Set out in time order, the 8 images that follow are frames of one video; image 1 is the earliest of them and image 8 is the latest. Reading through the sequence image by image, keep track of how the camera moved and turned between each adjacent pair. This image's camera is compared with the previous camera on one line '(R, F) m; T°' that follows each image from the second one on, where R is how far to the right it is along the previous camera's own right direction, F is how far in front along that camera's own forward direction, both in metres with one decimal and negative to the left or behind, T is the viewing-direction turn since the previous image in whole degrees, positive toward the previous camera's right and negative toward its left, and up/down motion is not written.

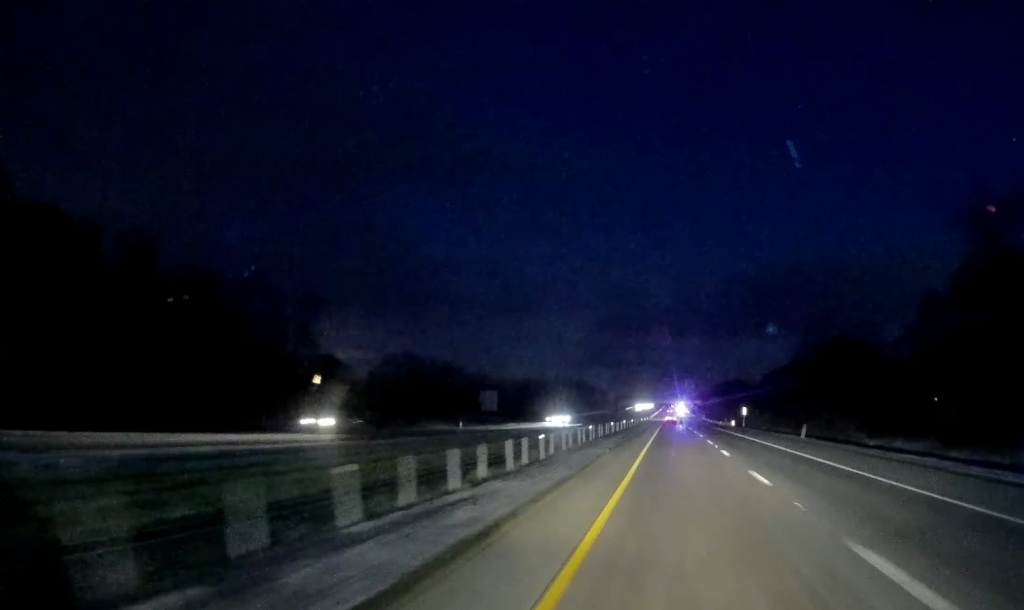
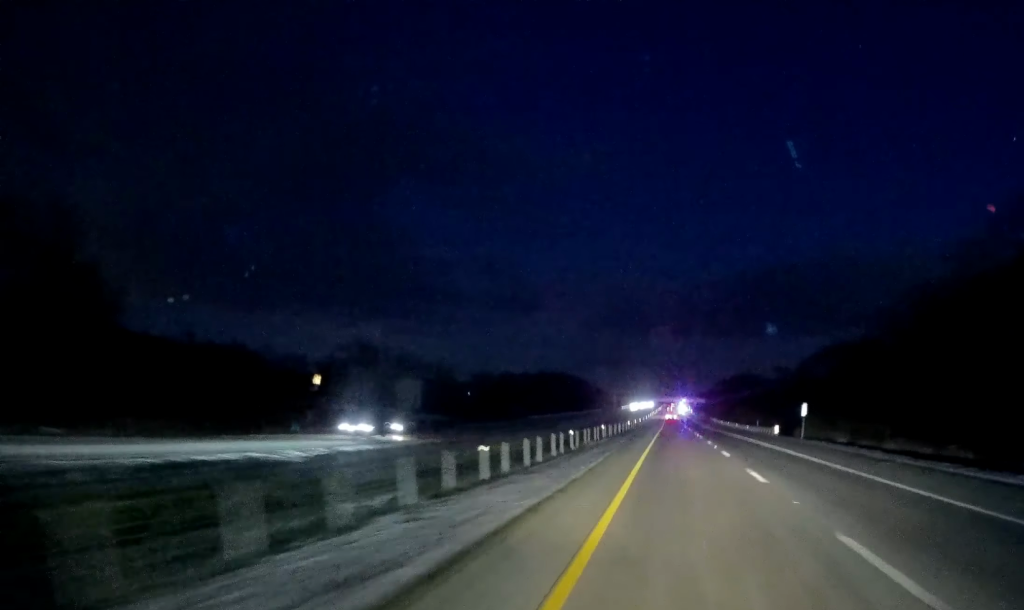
(-0.3, +46.4) m; 0°
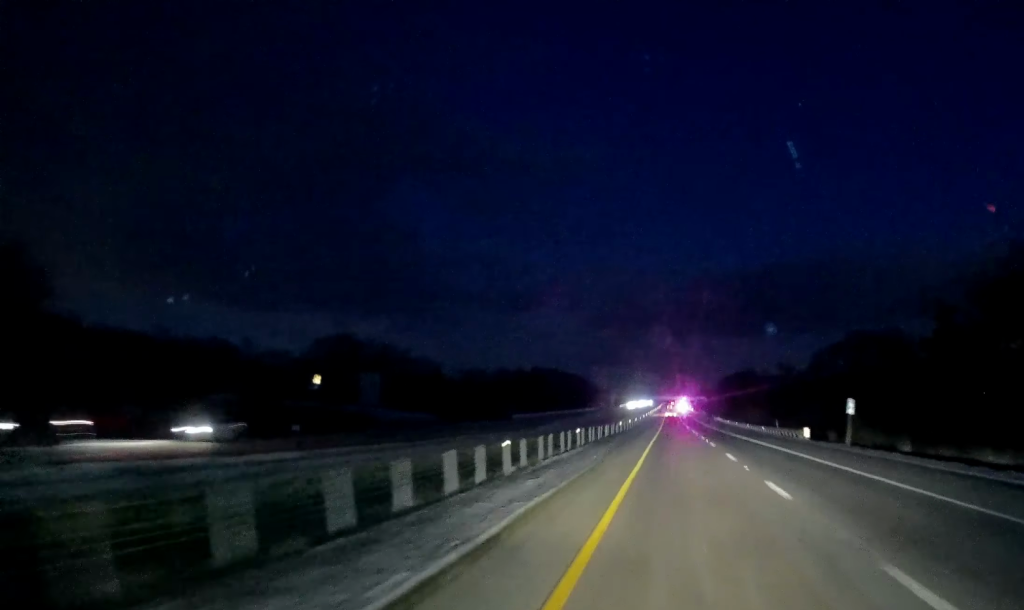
(+0.2, +15.5) m; 0°
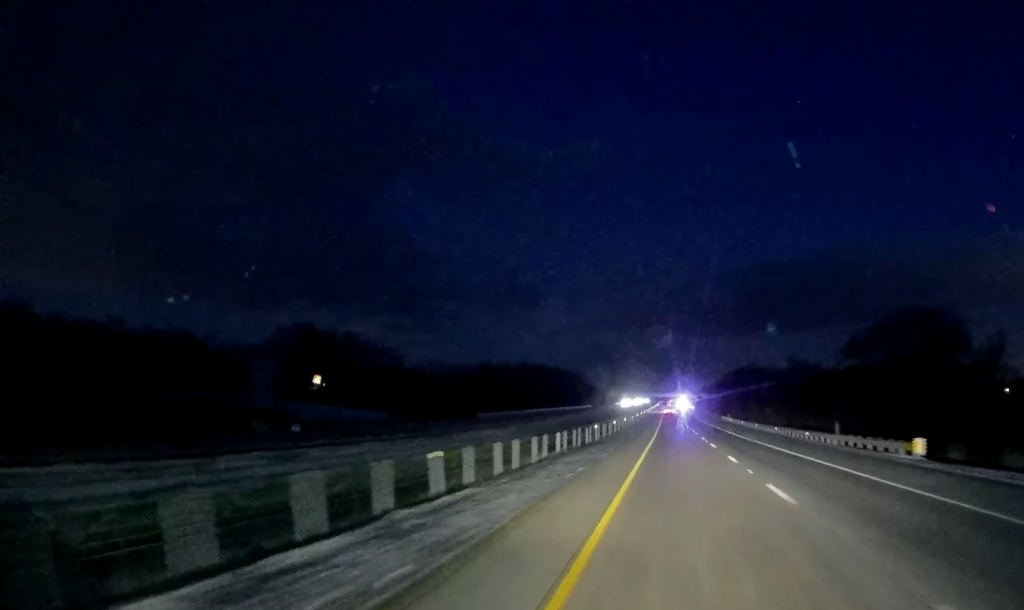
(+0.1, +25.4) m; 0°
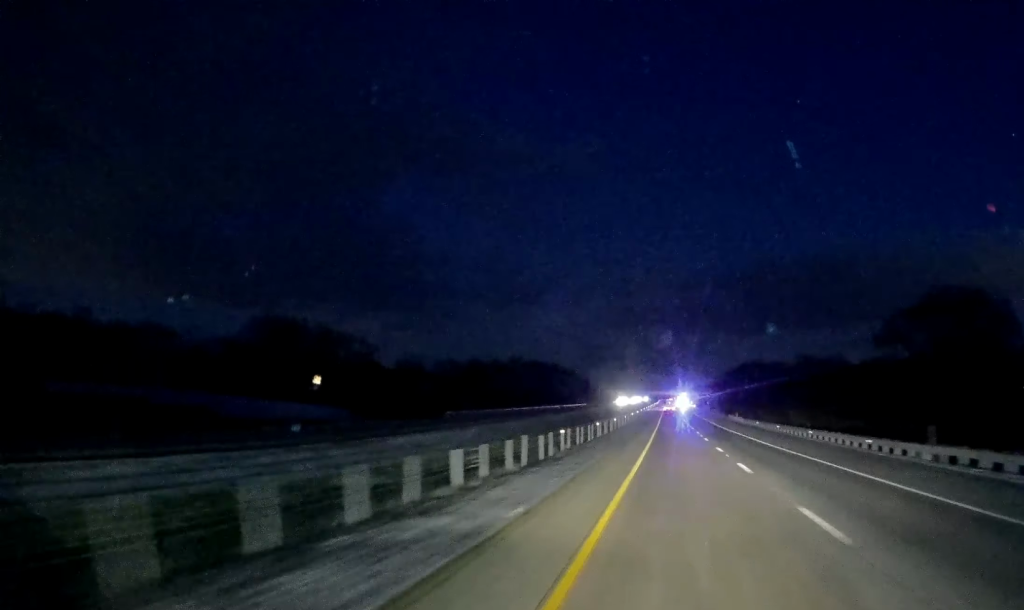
(0.0, +16.6) m; 0°
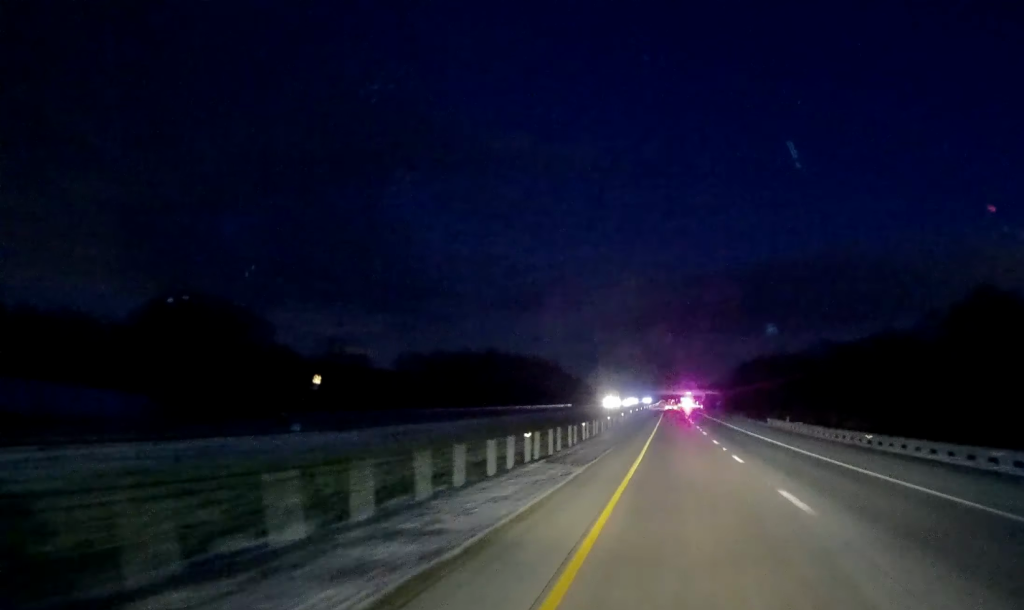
(0.0, +45.0) m; 0°
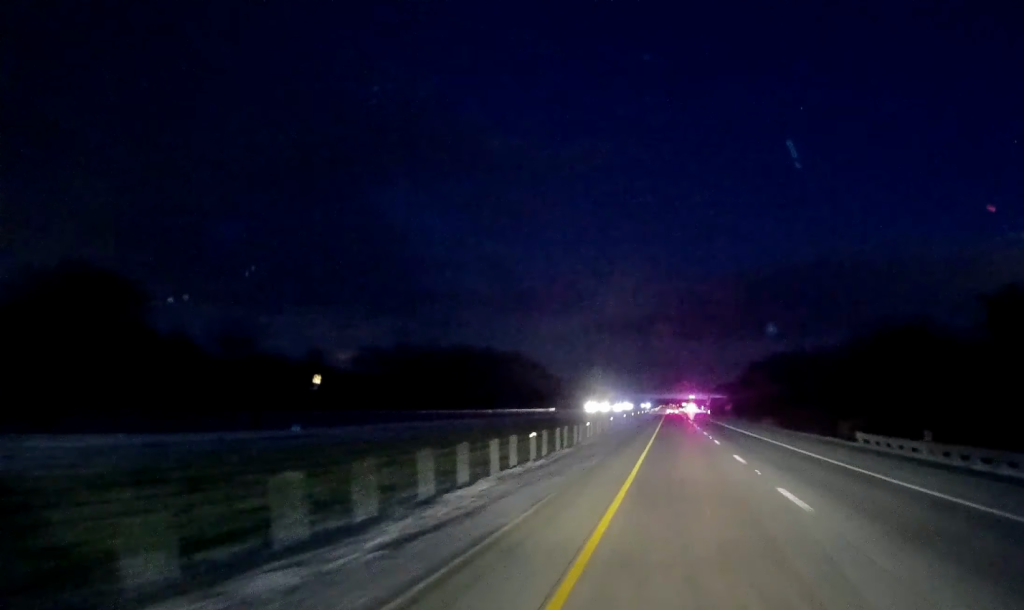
(0.0, +35.1) m; 0°
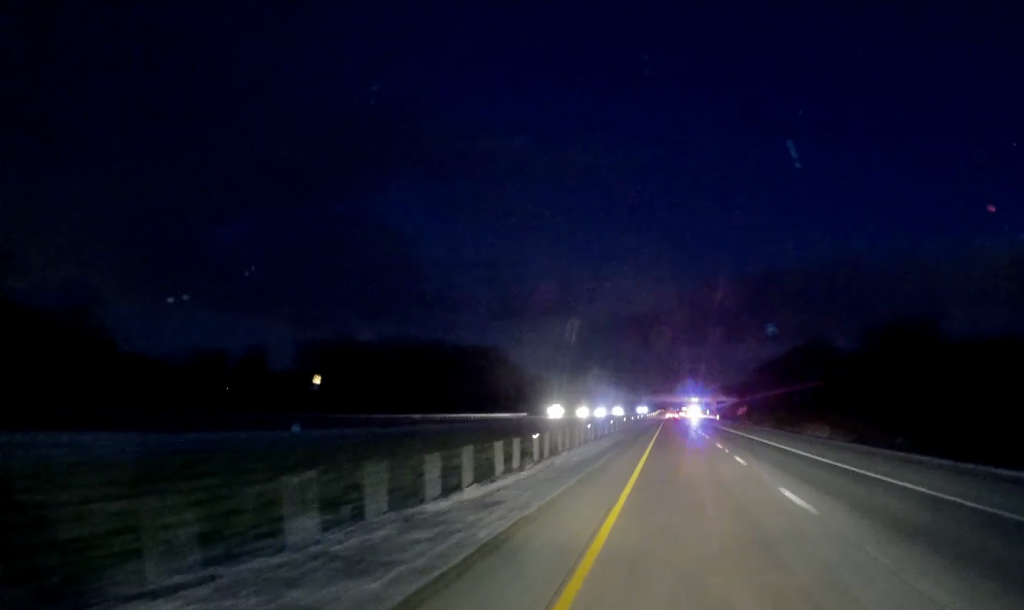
(0.0, +36.3) m; 0°
